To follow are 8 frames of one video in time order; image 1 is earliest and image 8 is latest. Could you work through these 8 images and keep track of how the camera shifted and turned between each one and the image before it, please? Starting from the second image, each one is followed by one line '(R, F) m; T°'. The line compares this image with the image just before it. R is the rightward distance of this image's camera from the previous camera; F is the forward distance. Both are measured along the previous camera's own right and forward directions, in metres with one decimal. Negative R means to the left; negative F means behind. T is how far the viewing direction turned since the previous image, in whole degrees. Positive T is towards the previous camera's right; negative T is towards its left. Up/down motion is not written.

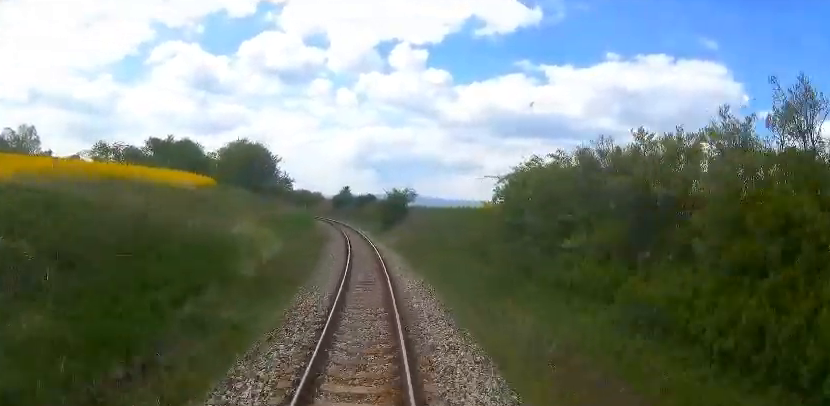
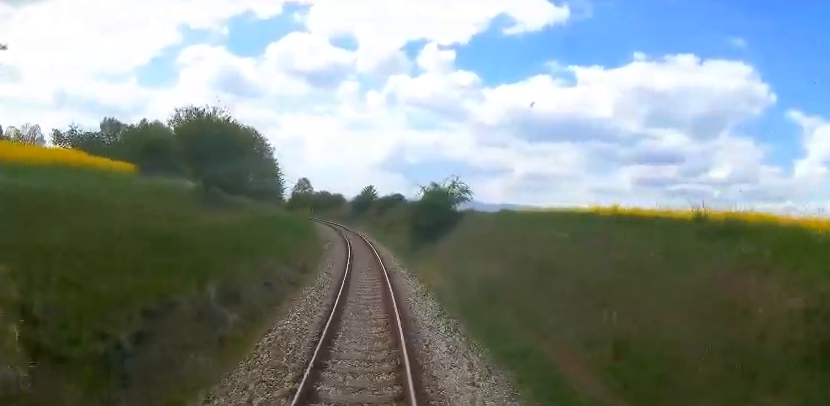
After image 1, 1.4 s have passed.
(-0.2, +17.4) m; -5°
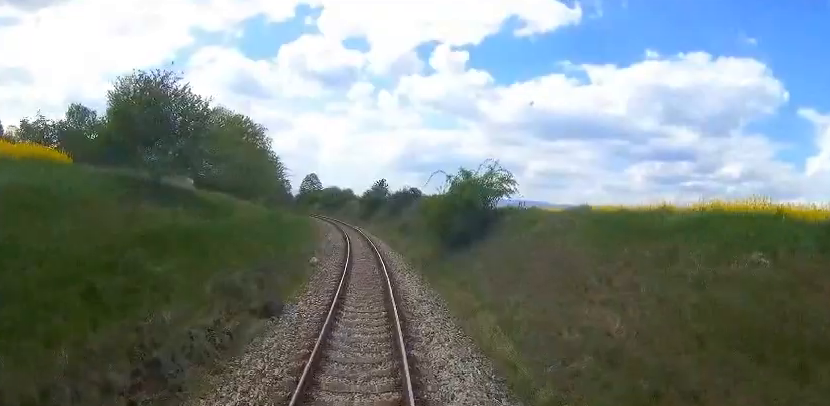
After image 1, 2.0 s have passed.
(-0.7, +8.1) m; -3°
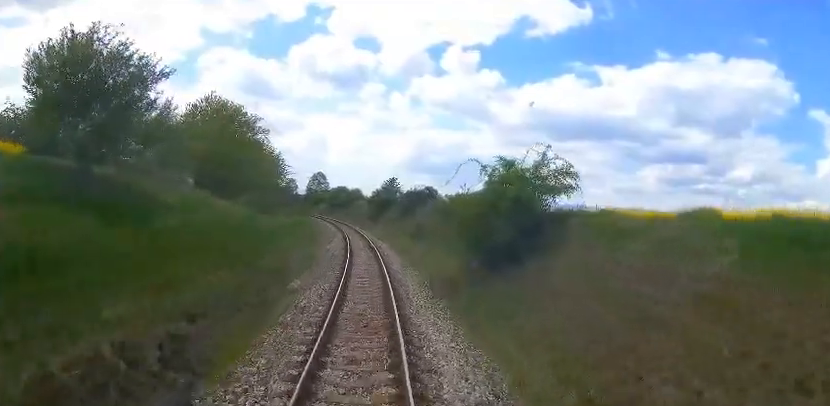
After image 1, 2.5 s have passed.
(-0.2, +6.4) m; -2°
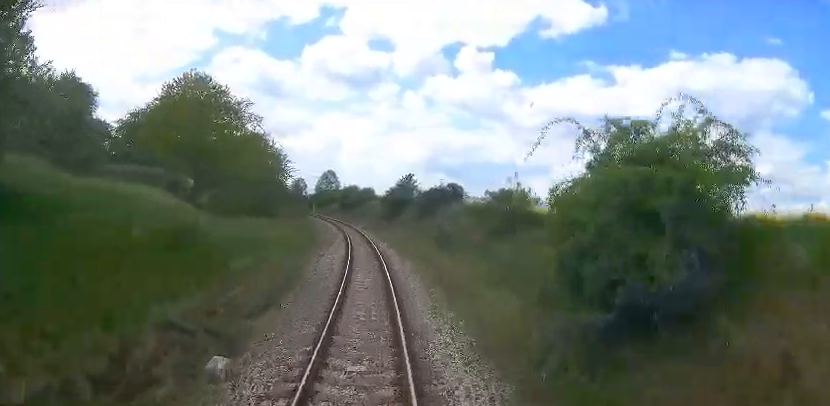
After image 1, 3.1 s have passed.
(0.0, +8.1) m; 0°
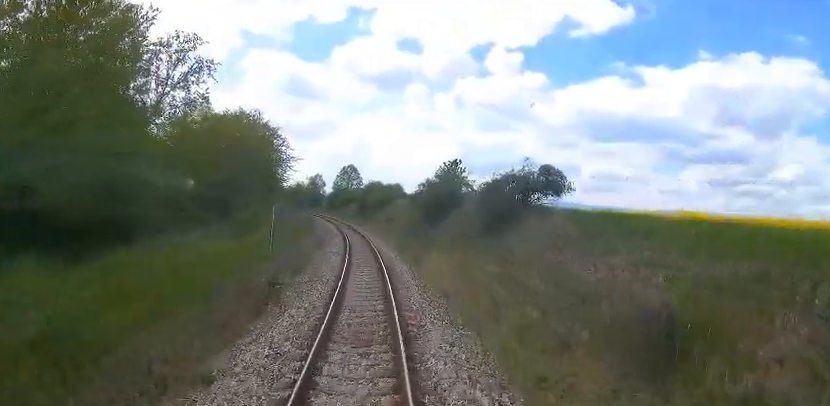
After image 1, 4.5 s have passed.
(-0.2, +17.8) m; -3°
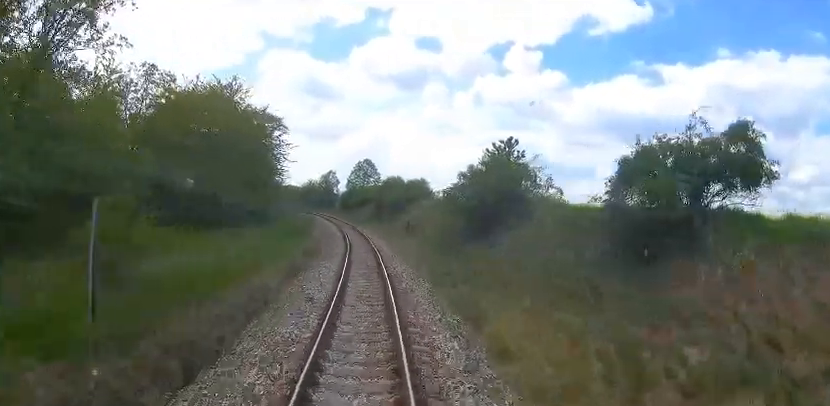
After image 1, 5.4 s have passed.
(-0.4, +11.5) m; -4°
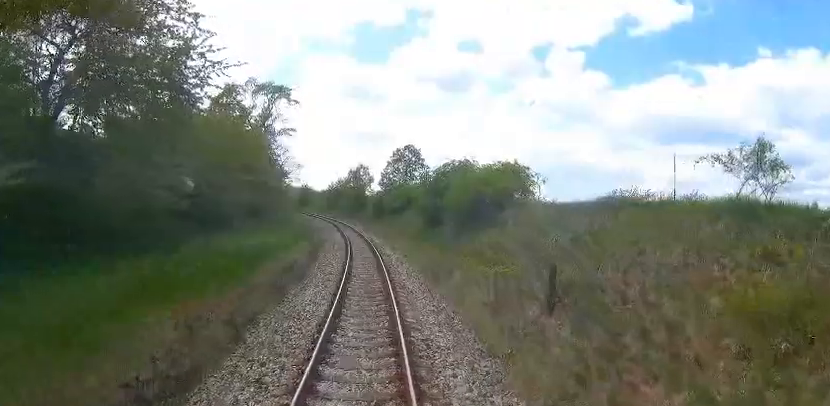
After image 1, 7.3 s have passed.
(-2.0, +24.4) m; -8°
